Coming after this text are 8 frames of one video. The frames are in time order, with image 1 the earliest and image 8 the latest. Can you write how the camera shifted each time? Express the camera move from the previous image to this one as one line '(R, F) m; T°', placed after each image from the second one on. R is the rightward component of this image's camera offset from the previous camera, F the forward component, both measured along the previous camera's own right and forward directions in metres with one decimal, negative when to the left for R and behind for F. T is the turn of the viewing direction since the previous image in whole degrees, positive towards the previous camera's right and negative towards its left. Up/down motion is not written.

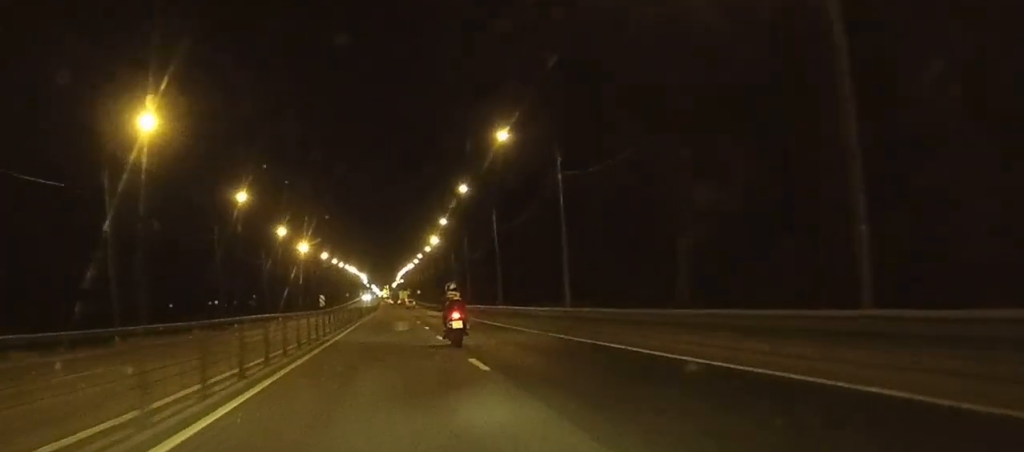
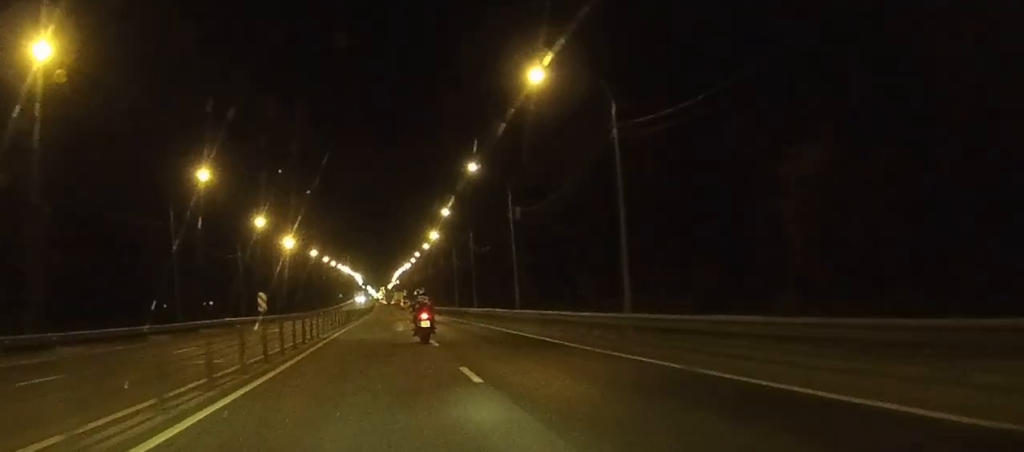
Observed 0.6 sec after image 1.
(0.0, +14.1) m; 0°
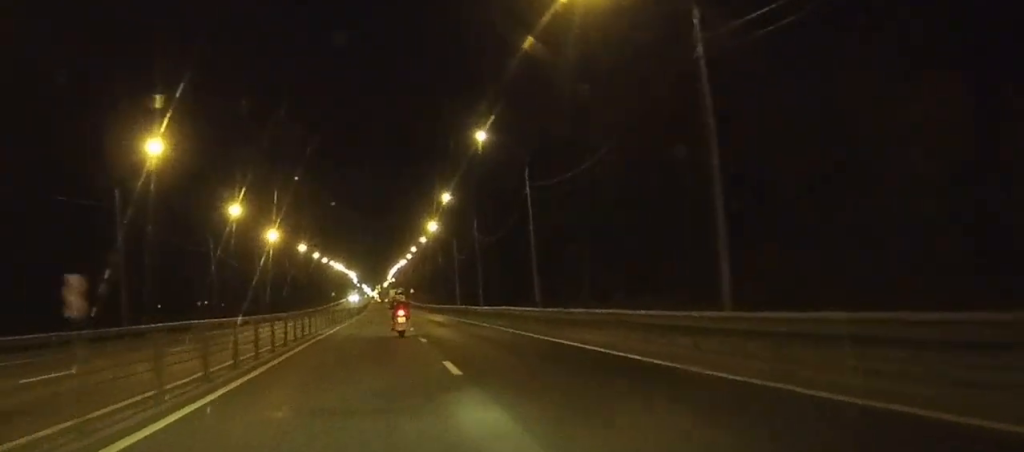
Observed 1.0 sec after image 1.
(0.0, +11.3) m; 0°
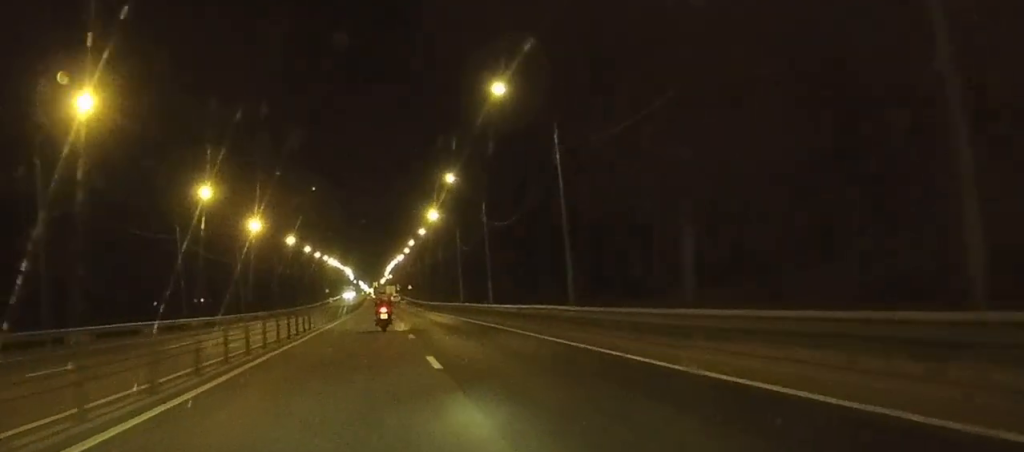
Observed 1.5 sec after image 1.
(0.0, +11.3) m; 0°
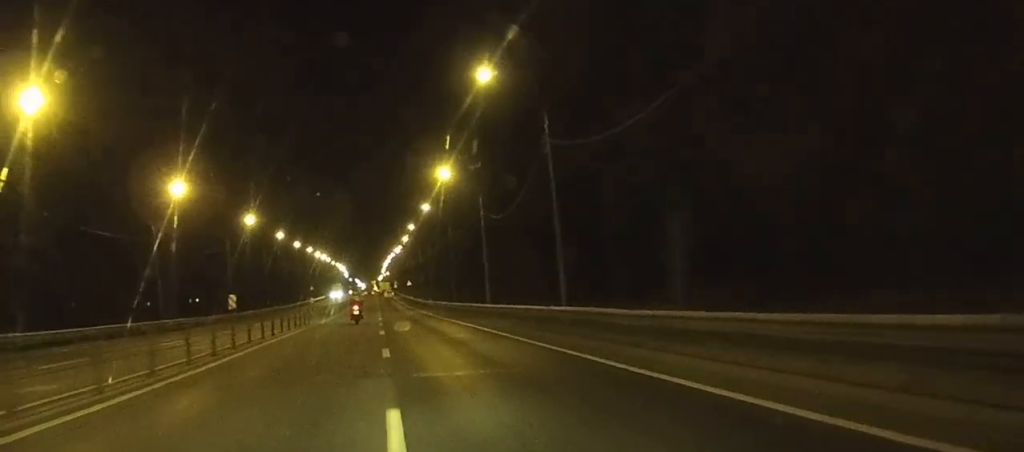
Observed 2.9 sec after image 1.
(0.0, +32.4) m; 0°
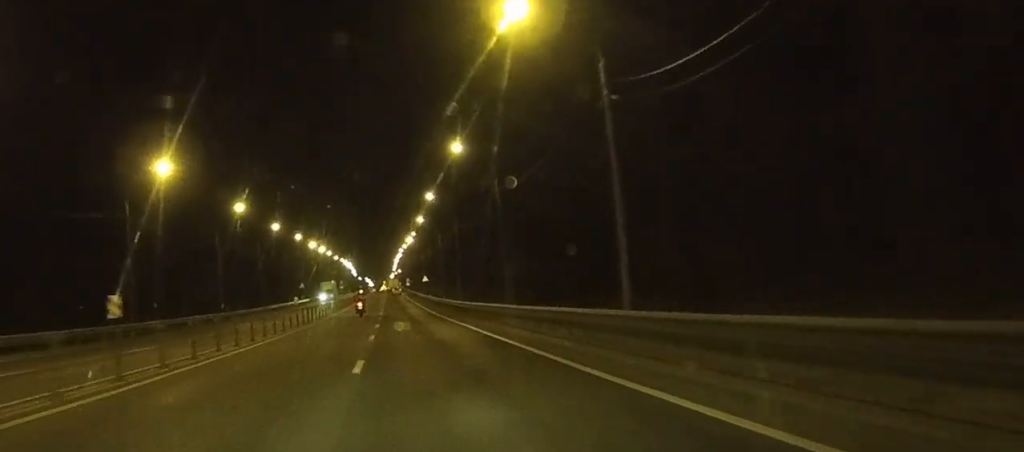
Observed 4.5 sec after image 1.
(-0.2, +38.6) m; -1°
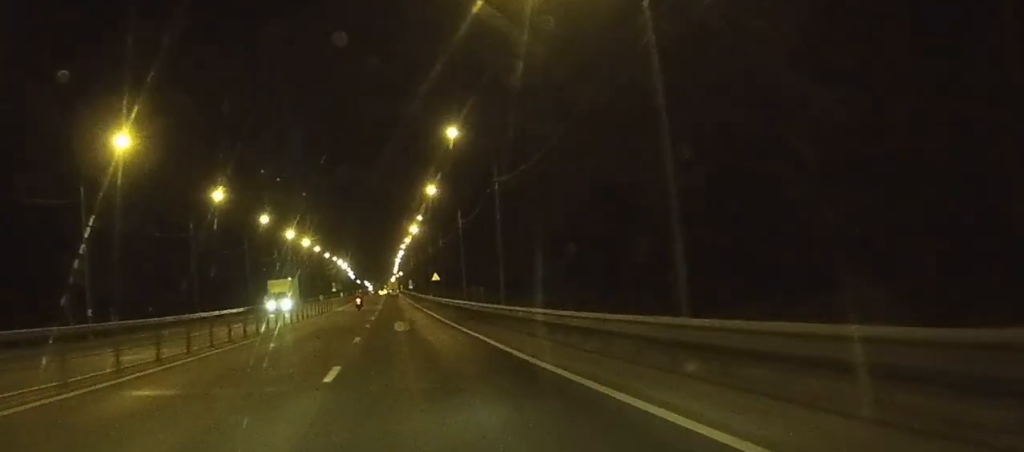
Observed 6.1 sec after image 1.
(-0.1, +37.2) m; 0°
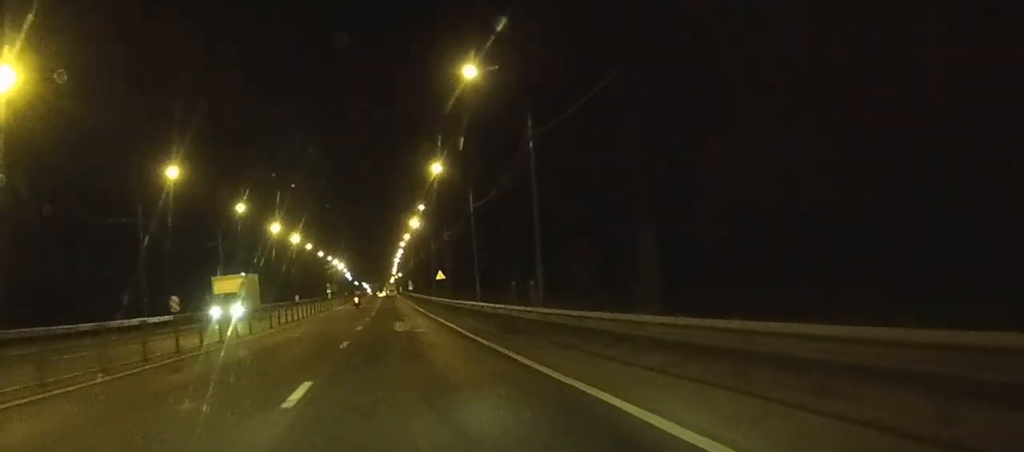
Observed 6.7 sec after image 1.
(0.0, +15.1) m; 0°
